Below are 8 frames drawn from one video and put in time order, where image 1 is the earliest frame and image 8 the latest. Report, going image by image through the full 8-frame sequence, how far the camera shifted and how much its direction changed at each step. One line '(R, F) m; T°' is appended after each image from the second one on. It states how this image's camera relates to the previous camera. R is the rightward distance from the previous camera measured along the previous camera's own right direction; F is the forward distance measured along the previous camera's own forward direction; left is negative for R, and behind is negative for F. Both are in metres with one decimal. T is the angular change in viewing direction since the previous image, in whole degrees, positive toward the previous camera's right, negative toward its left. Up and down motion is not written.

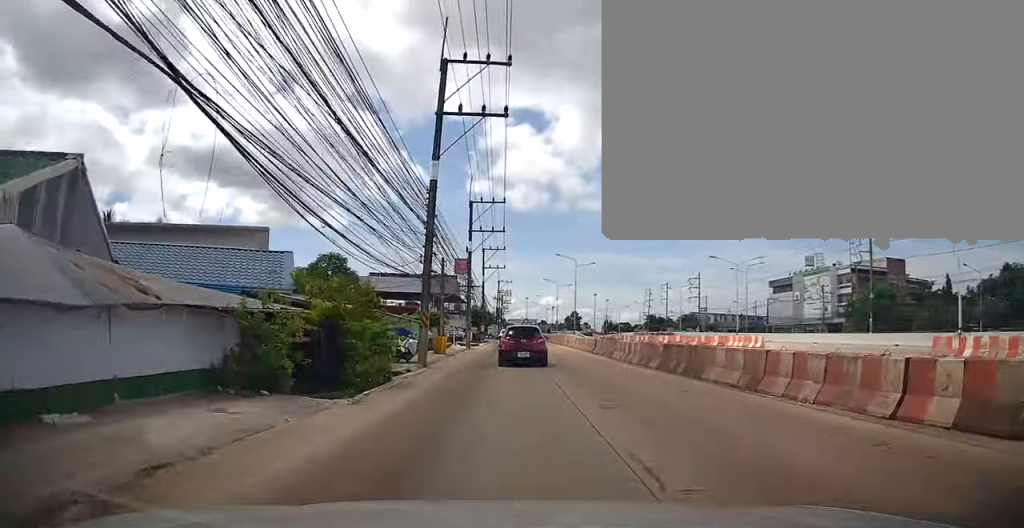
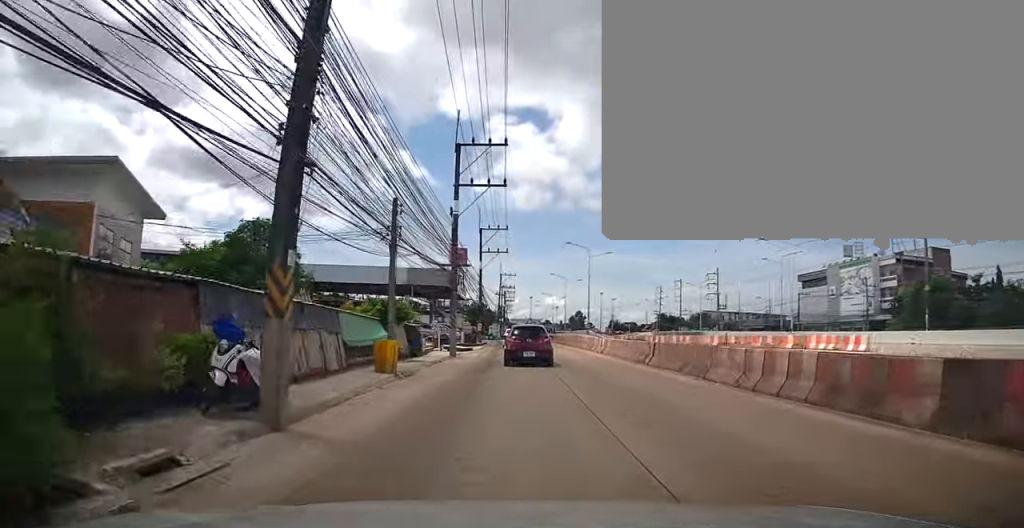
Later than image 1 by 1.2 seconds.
(-0.3, +12.5) m; -1°
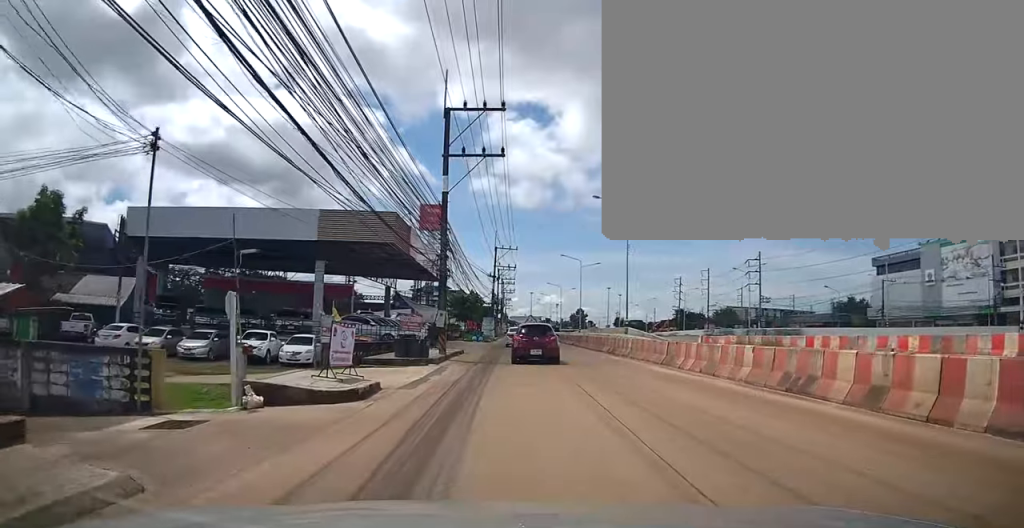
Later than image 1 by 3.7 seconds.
(+0.2, +27.3) m; -3°
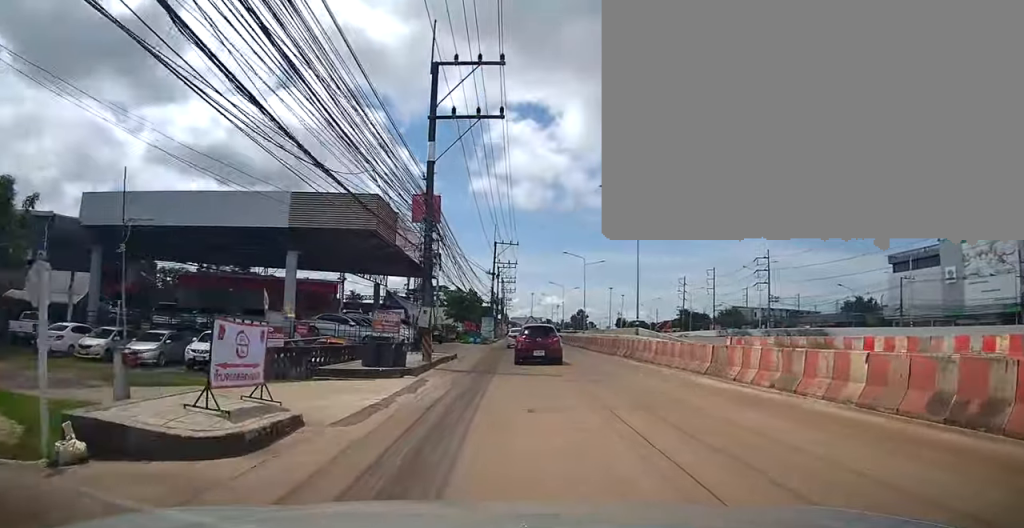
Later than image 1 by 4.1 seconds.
(-0.1, +4.3) m; -1°
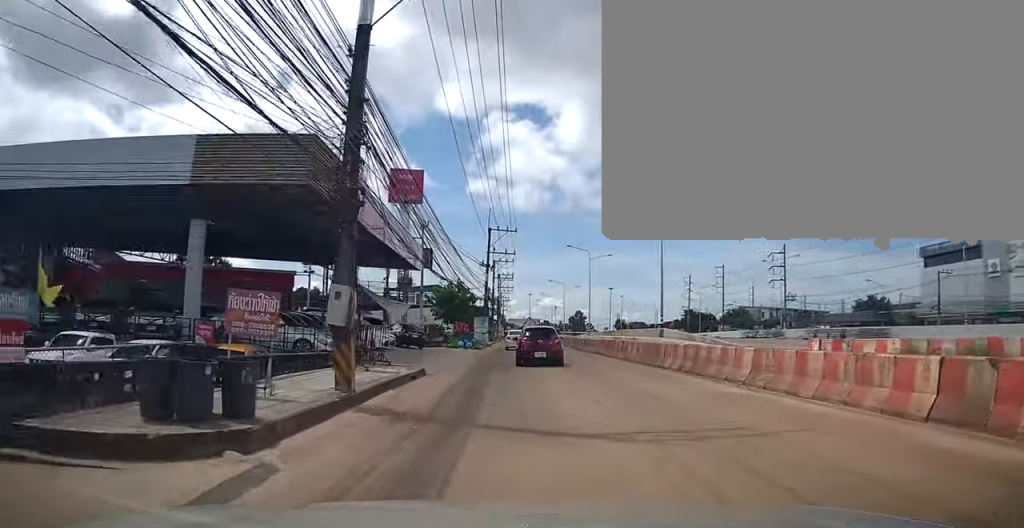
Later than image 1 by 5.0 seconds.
(-0.6, +8.8) m; 0°
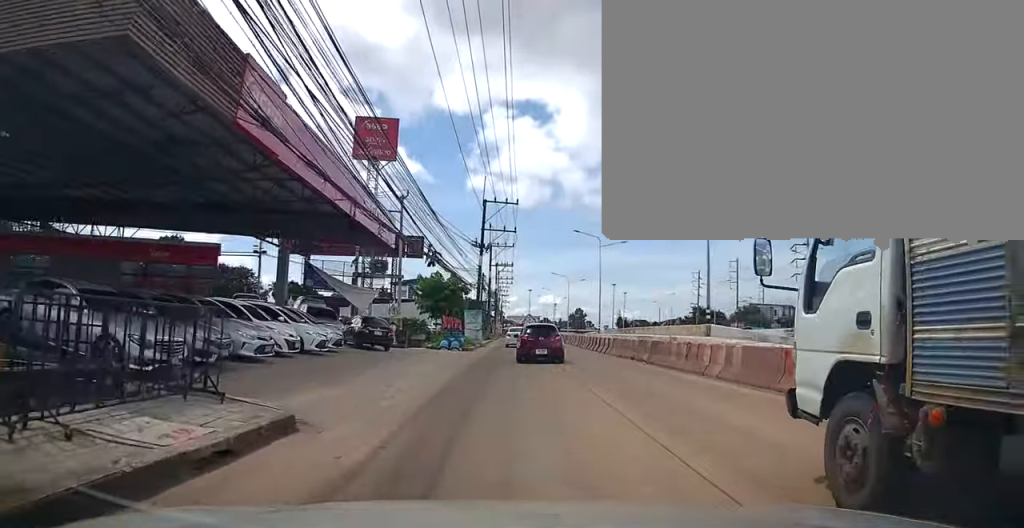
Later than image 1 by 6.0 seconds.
(+0.8, +10.0) m; +5°
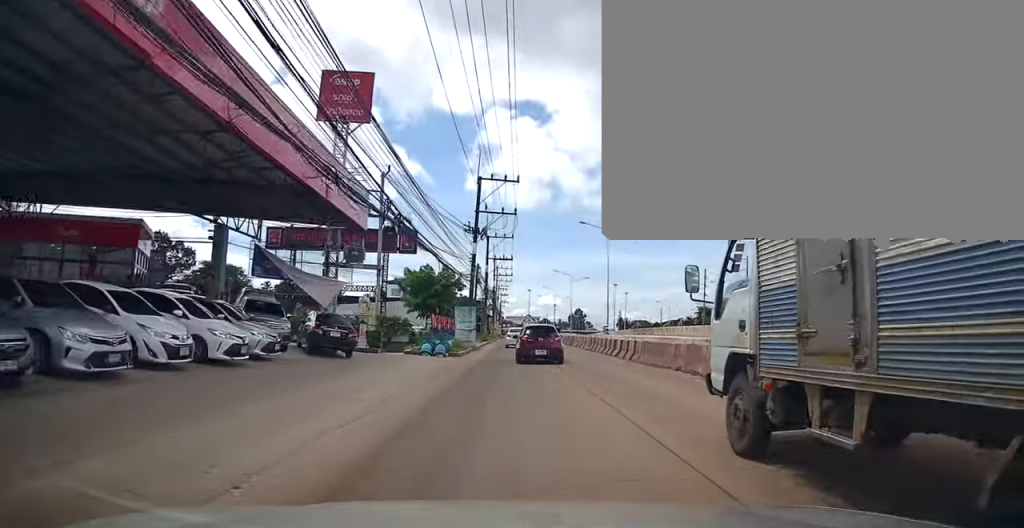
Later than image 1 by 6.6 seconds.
(0.0, +6.3) m; 0°
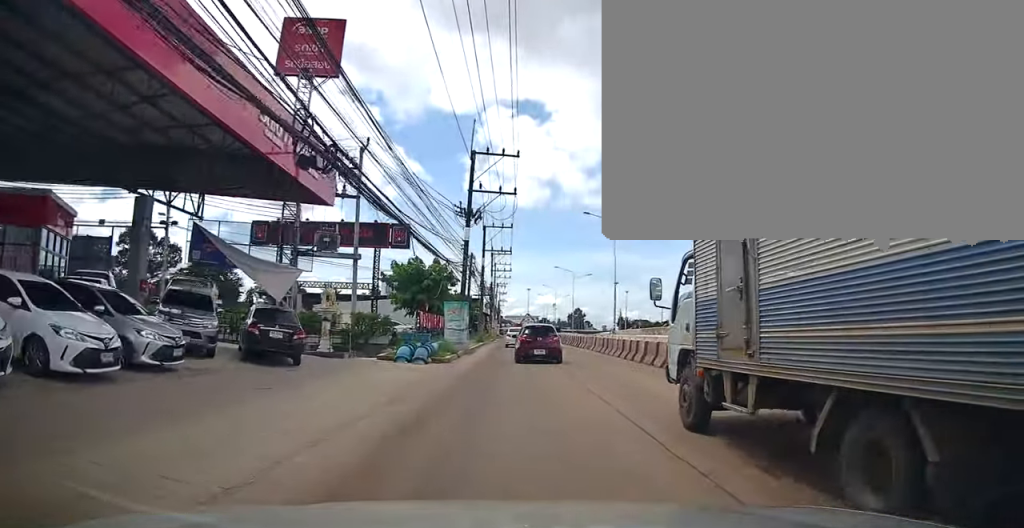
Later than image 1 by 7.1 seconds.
(0.0, +5.1) m; -1°
